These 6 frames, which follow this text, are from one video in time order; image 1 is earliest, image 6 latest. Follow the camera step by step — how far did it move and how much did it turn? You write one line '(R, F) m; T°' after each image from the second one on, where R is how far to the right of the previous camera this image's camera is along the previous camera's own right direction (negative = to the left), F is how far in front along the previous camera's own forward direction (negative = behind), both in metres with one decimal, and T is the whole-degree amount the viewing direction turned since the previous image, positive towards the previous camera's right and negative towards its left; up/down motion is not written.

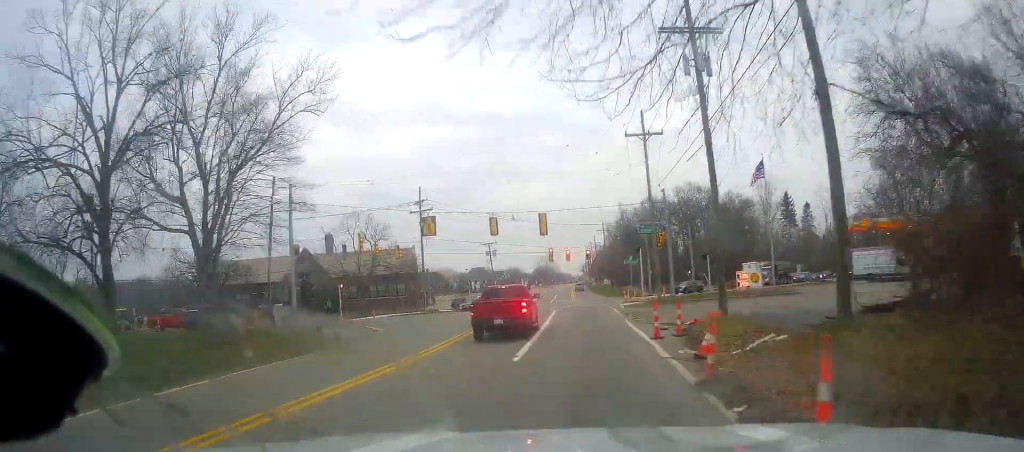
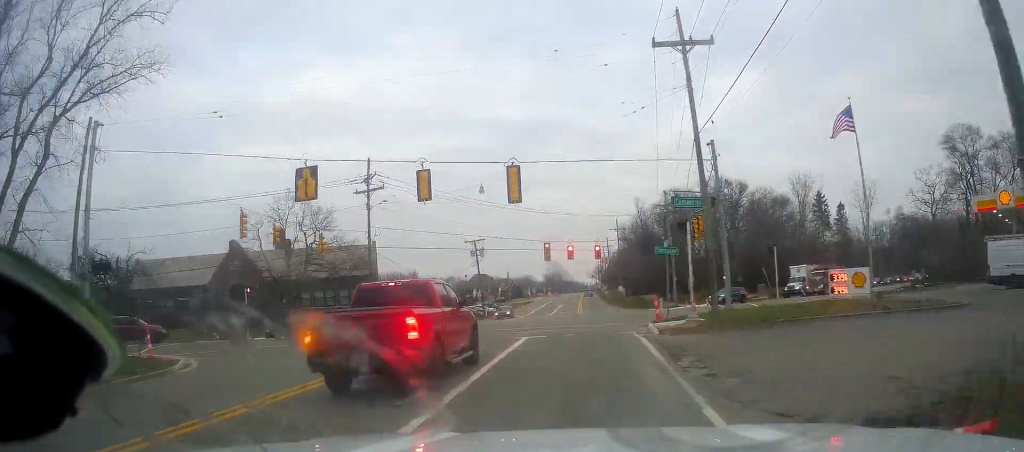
(0.0, +19.1) m; -1°
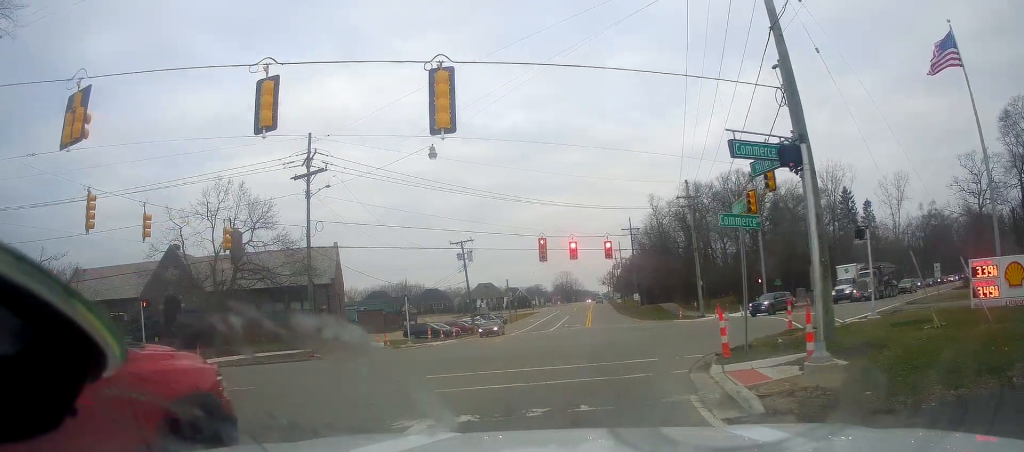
(-0.5, +13.9) m; -2°
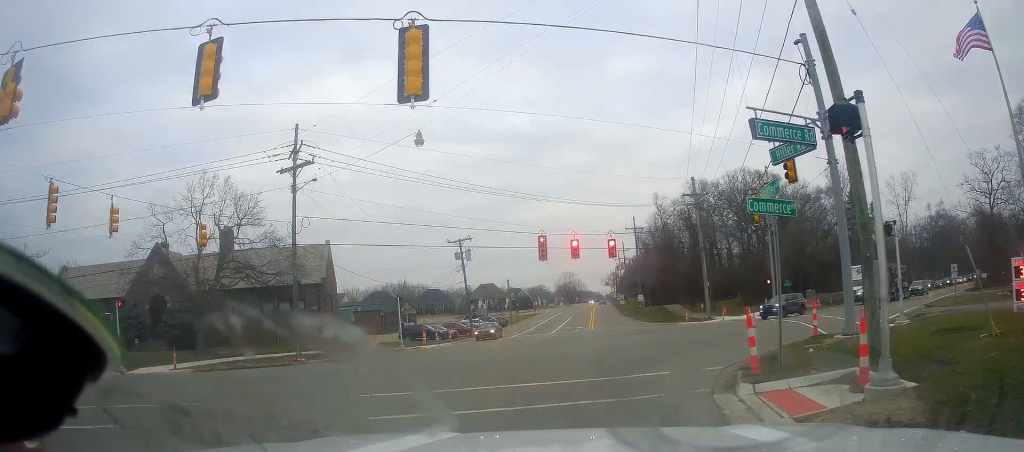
(+0.1, +2.8) m; +2°
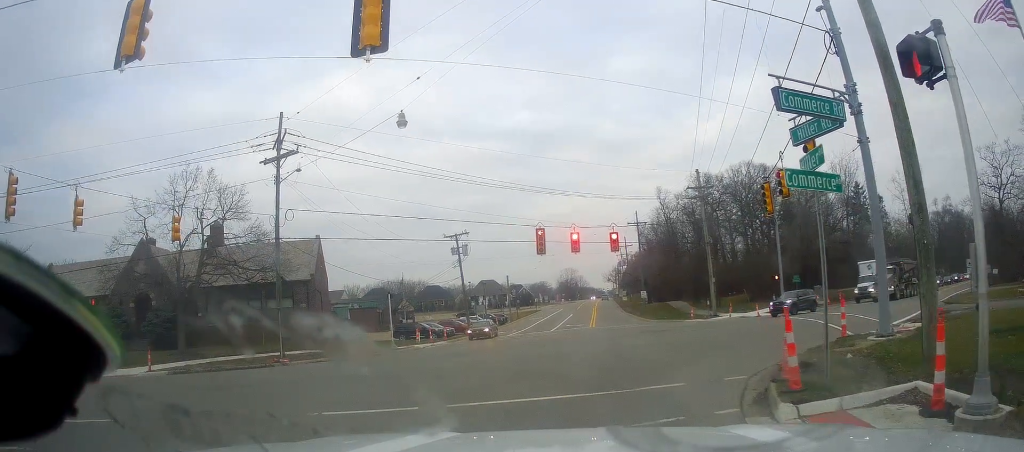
(+0.1, +3.1) m; +3°
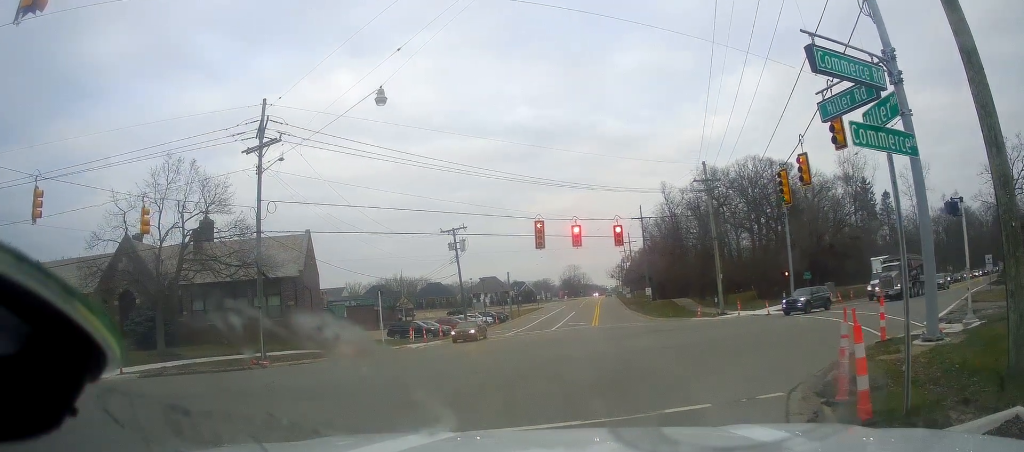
(+0.3, +2.8) m; +1°
